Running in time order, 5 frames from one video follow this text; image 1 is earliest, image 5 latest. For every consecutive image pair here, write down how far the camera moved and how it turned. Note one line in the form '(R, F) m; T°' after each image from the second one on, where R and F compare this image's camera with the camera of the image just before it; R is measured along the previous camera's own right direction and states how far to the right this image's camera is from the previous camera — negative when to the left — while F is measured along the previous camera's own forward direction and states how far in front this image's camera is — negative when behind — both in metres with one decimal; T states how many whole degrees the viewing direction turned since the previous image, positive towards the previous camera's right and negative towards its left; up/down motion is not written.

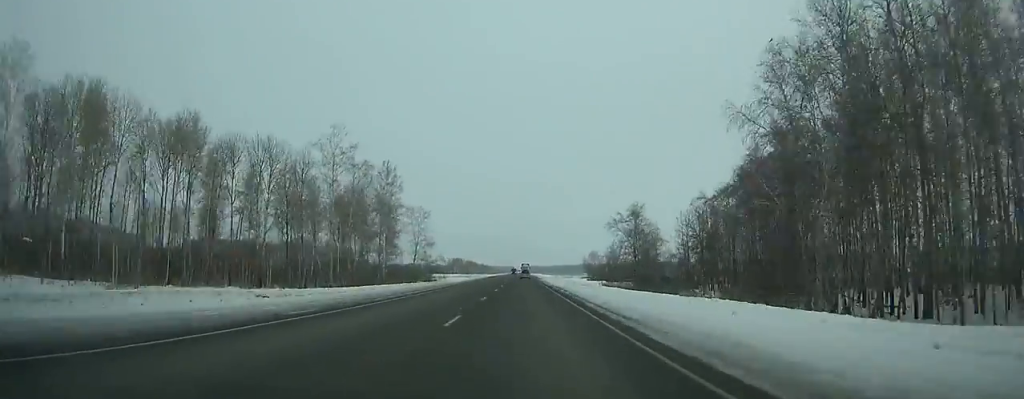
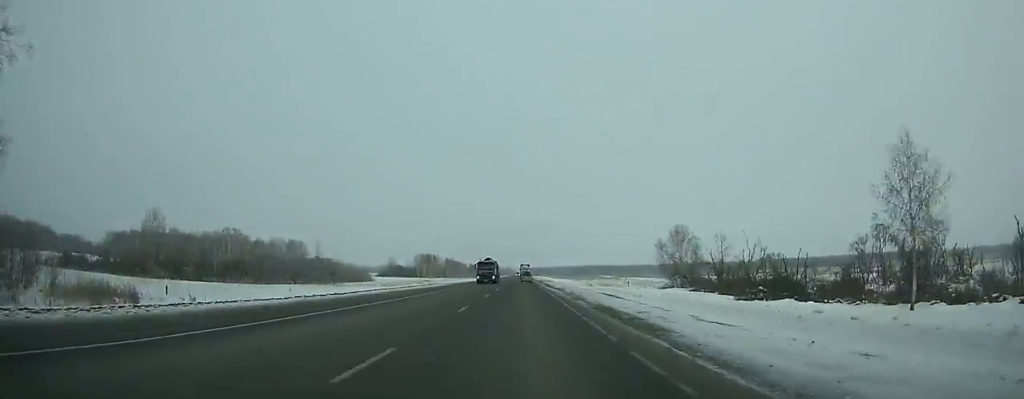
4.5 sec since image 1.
(-0.3, +125.8) m; 0°
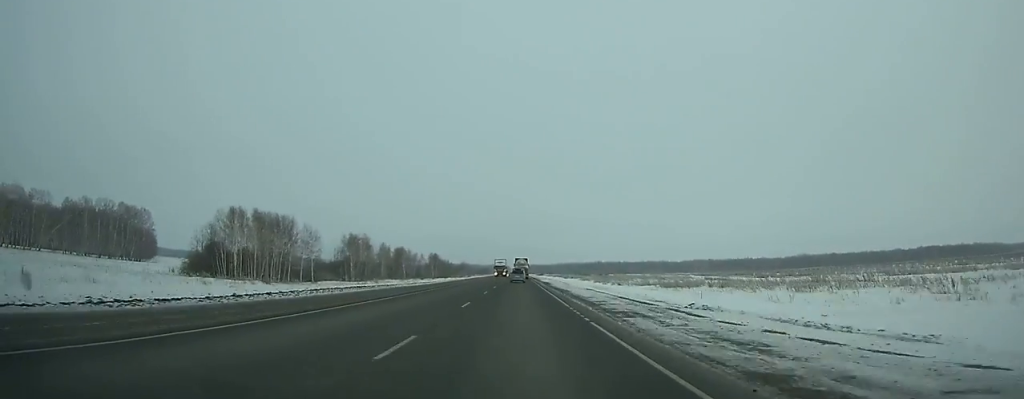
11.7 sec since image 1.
(-0.6, +188.6) m; 0°
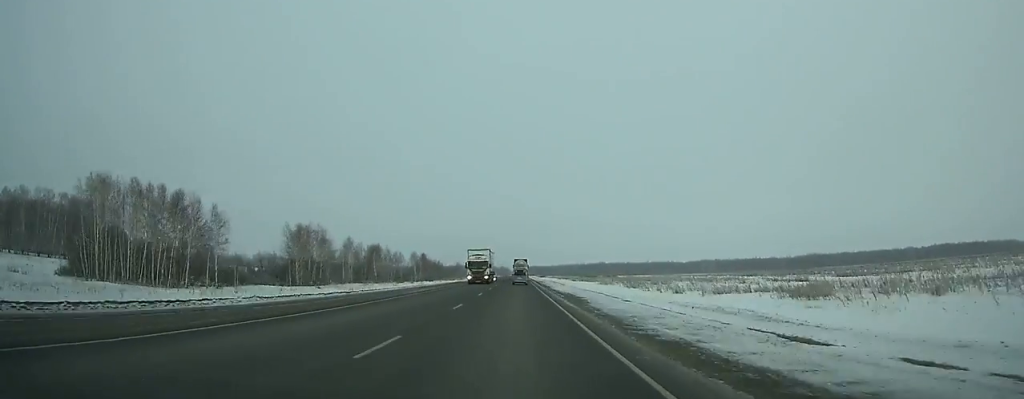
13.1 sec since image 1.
(0.0, +35.9) m; 0°
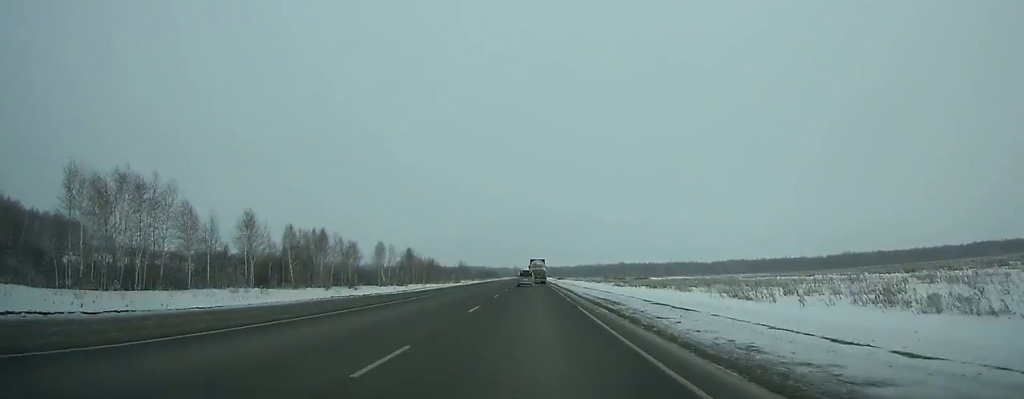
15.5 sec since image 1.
(-0.4, +61.6) m; 0°
